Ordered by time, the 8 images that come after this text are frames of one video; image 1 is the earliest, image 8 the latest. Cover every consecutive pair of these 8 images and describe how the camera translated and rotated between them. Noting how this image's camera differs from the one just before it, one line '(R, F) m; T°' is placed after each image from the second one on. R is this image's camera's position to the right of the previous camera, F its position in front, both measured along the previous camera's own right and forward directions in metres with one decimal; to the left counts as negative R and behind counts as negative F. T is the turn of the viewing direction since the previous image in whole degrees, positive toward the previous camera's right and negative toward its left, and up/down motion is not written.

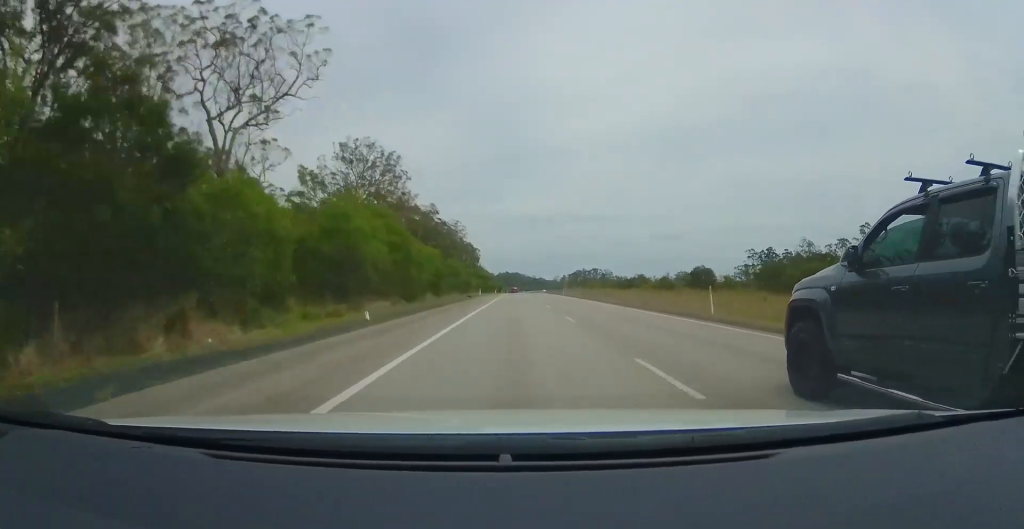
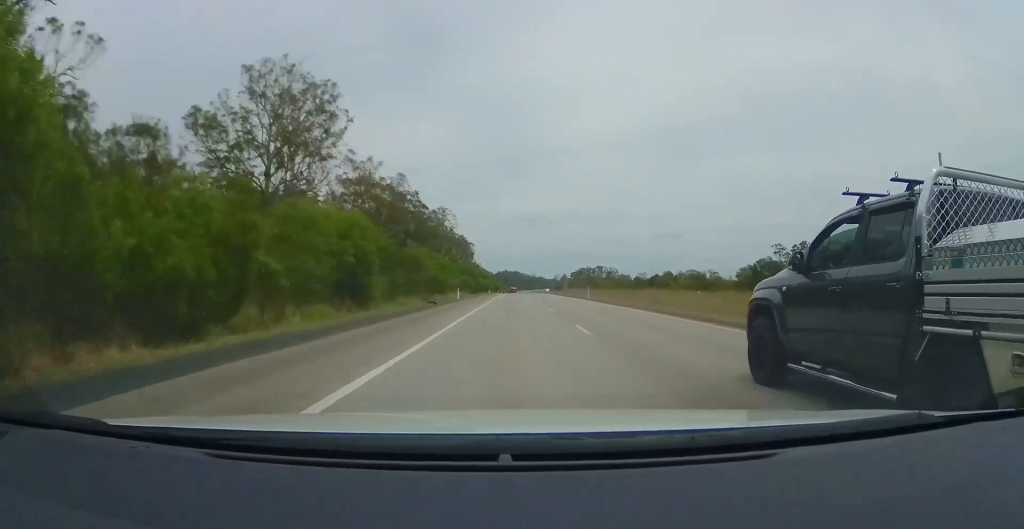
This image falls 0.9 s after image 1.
(0.0, +27.8) m; +1°
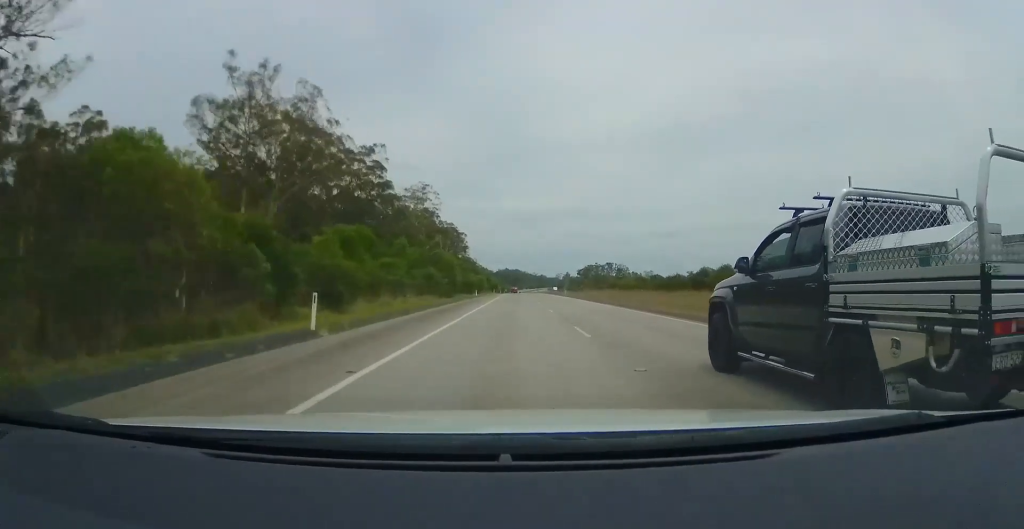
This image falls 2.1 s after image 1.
(+0.7, +36.3) m; +1°
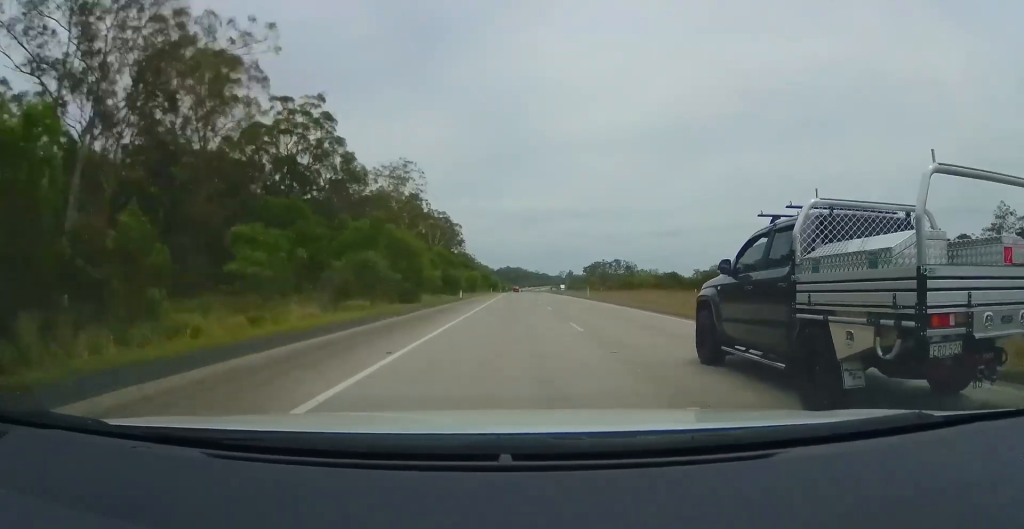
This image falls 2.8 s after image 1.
(-0.1, +21.8) m; -1°
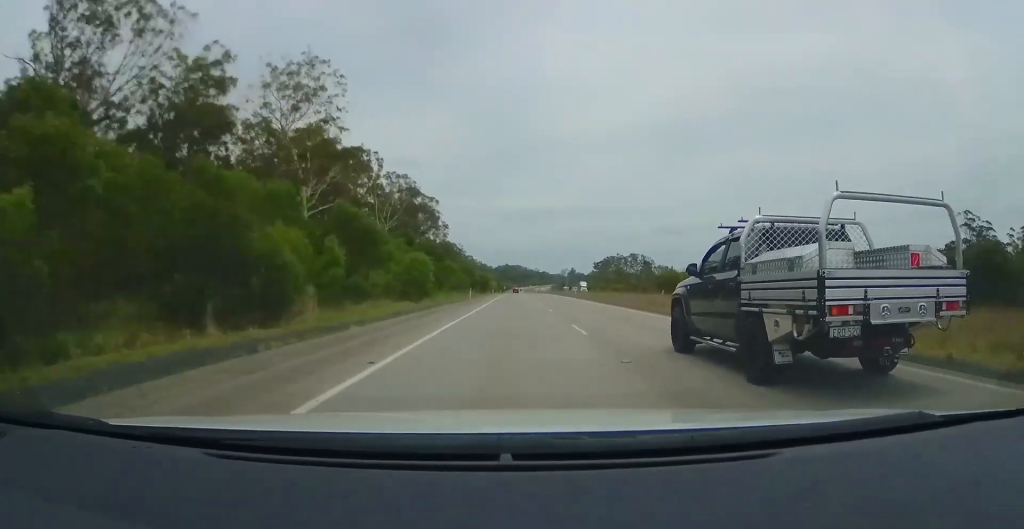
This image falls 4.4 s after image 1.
(-0.1, +48.2) m; 0°
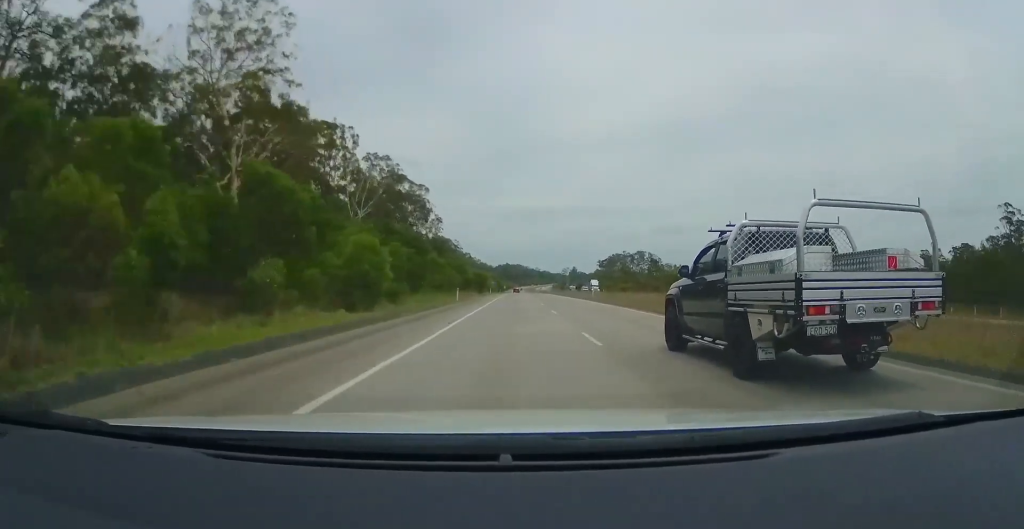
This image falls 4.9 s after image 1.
(+0.1, +14.5) m; 0°
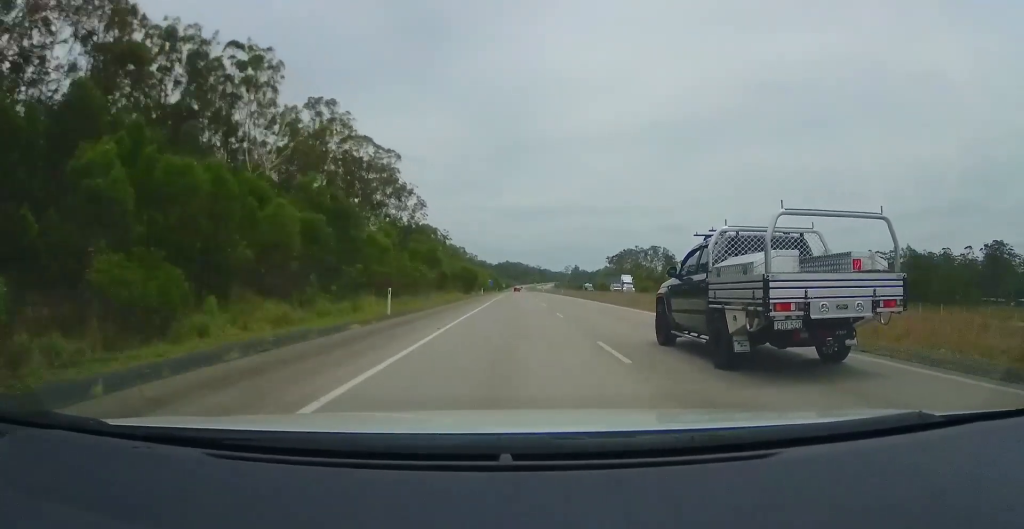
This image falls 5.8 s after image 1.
(-0.2, +26.4) m; 0°
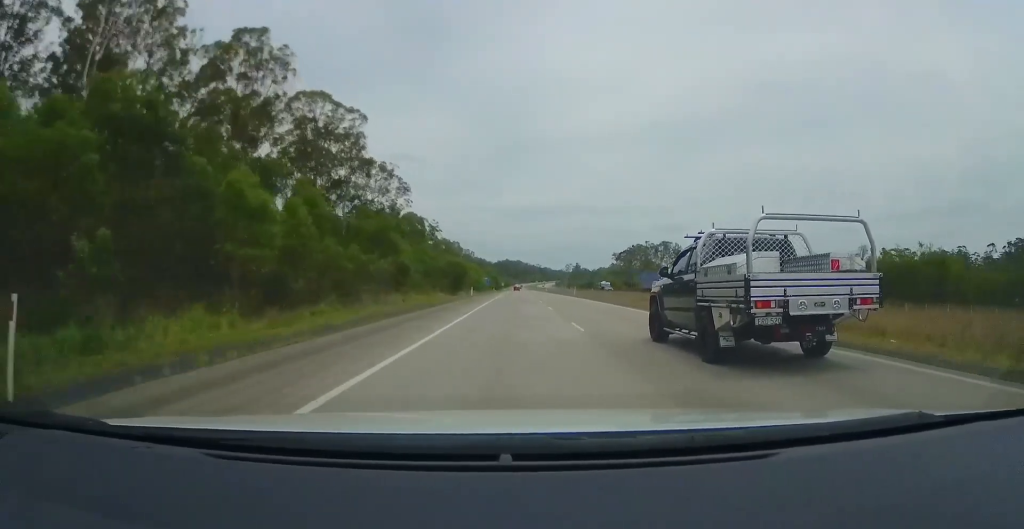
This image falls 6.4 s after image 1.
(0.0, +18.0) m; 0°
